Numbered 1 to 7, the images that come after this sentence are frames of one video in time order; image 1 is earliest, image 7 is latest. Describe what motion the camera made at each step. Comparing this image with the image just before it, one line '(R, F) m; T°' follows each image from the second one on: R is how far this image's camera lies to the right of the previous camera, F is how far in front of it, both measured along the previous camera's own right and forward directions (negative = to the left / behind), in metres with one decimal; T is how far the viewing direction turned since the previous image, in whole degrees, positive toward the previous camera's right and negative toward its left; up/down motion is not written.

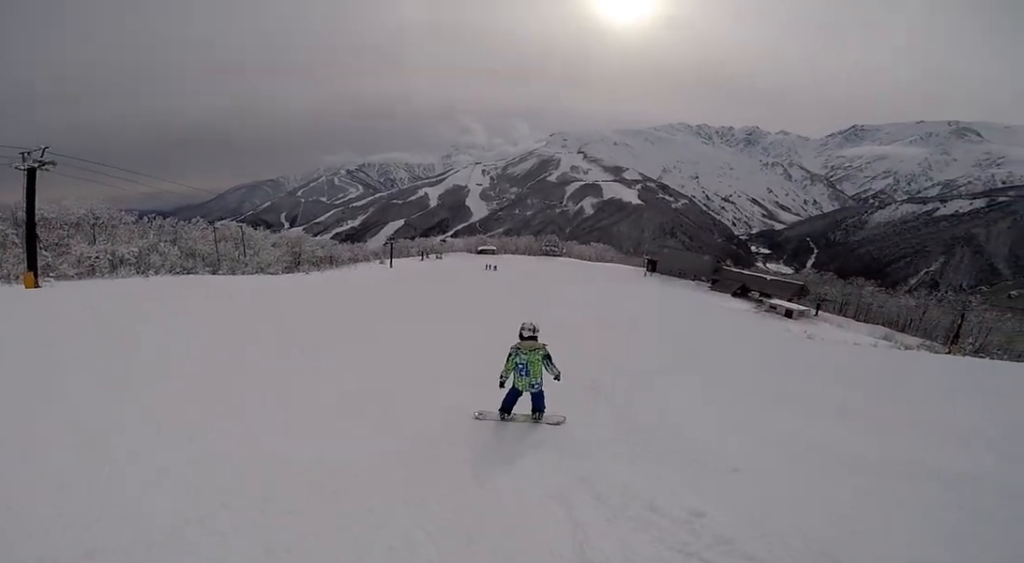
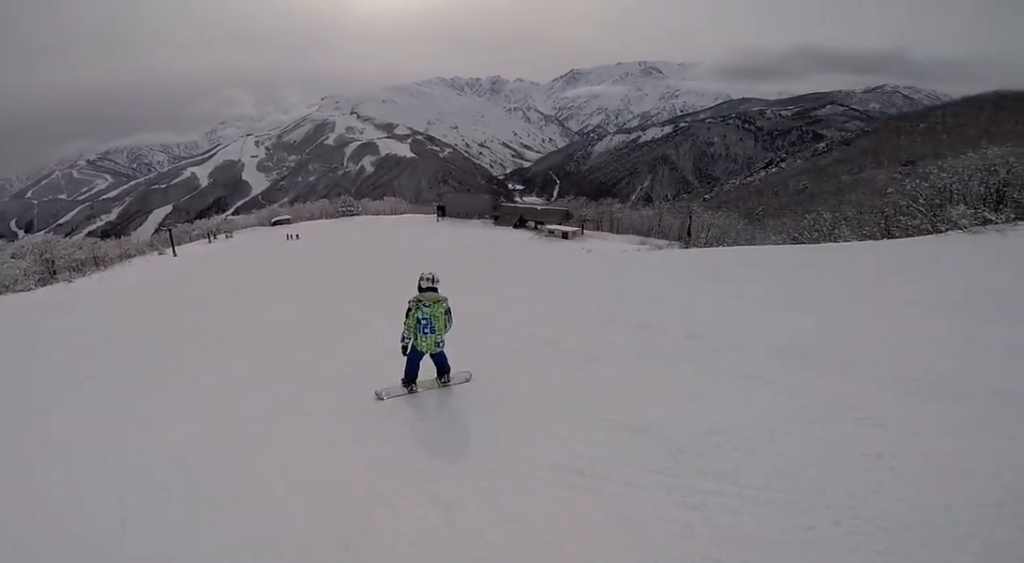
(+0.1, +4.8) m; +14°
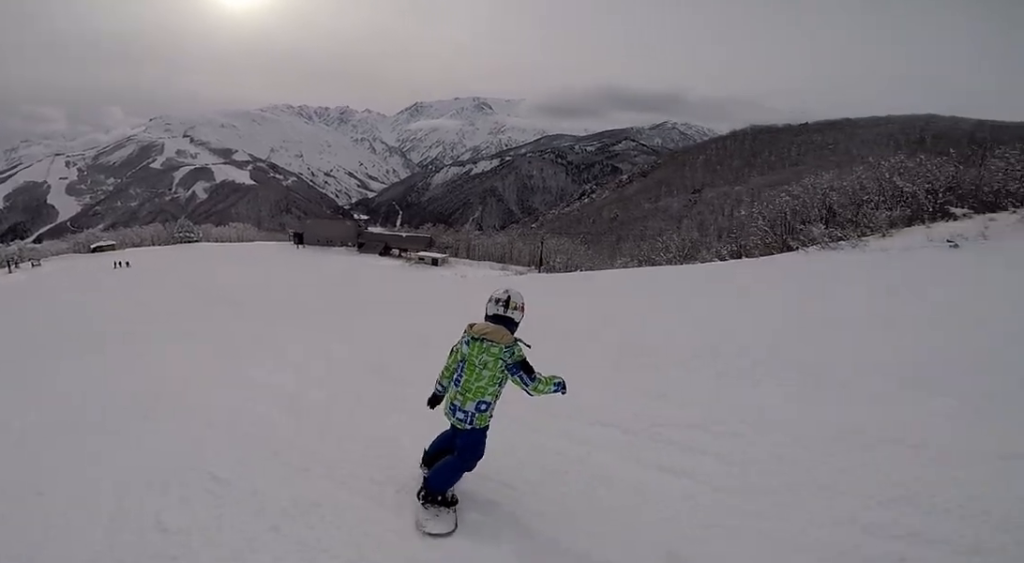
(+0.7, +7.4) m; +11°
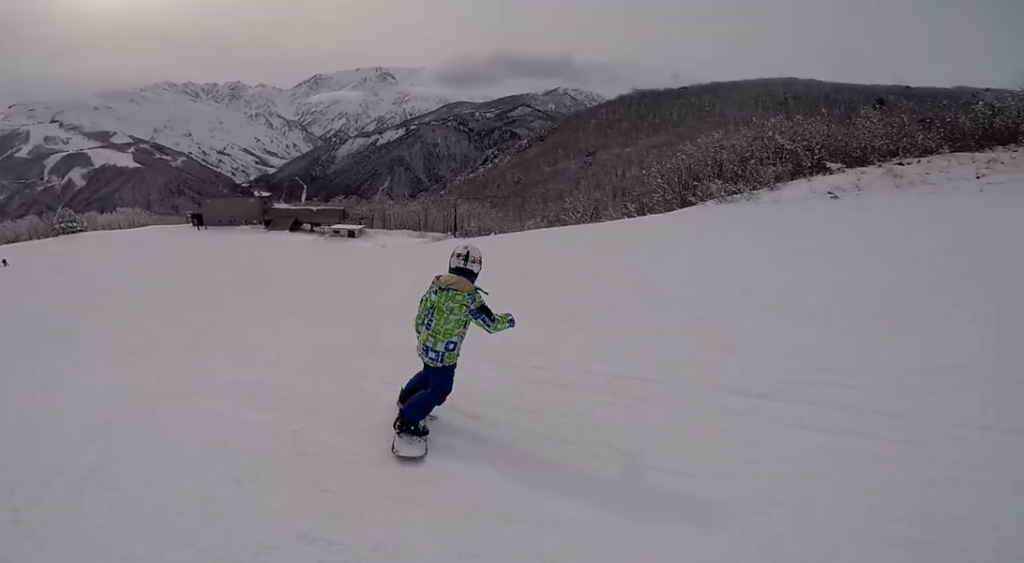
(+0.3, +1.6) m; +6°
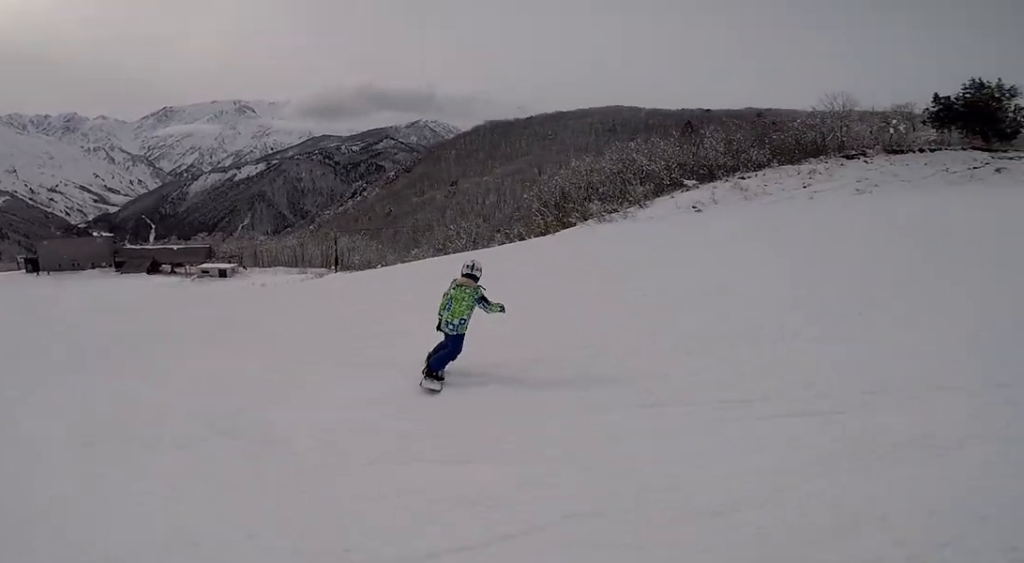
(+0.6, +4.9) m; +9°
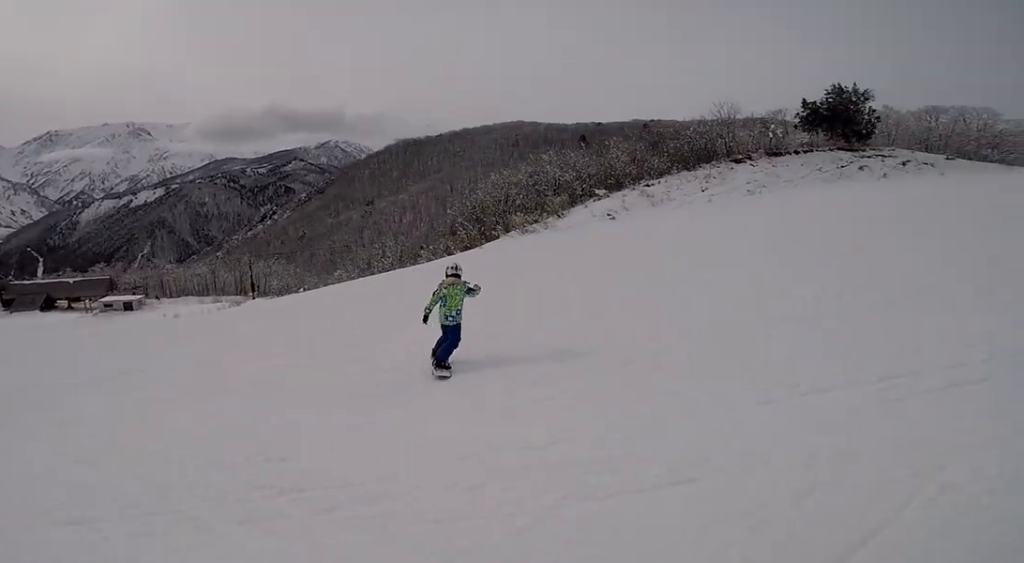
(0.0, +2.1) m; +3°
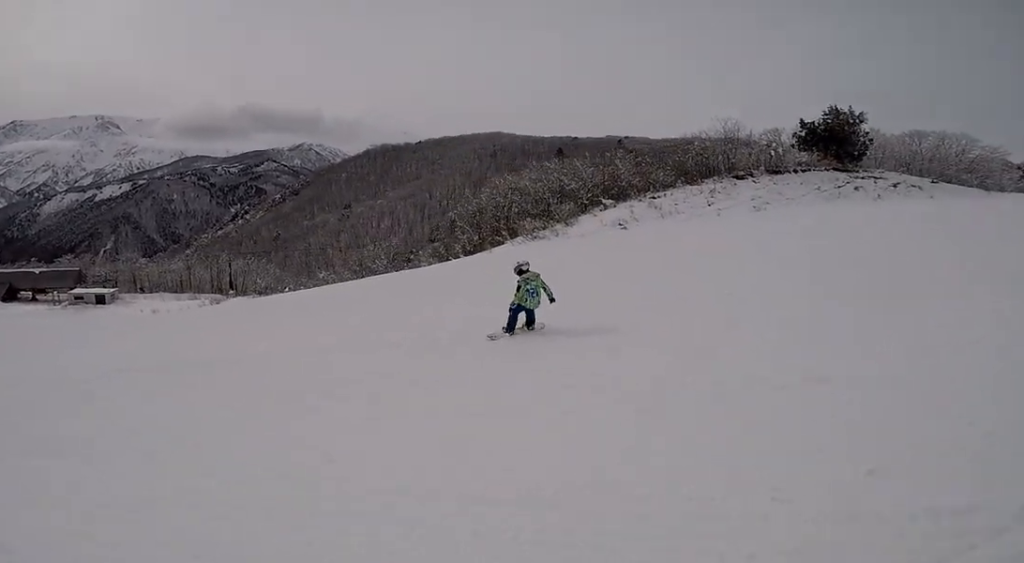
(+0.2, +4.7) m; +9°
